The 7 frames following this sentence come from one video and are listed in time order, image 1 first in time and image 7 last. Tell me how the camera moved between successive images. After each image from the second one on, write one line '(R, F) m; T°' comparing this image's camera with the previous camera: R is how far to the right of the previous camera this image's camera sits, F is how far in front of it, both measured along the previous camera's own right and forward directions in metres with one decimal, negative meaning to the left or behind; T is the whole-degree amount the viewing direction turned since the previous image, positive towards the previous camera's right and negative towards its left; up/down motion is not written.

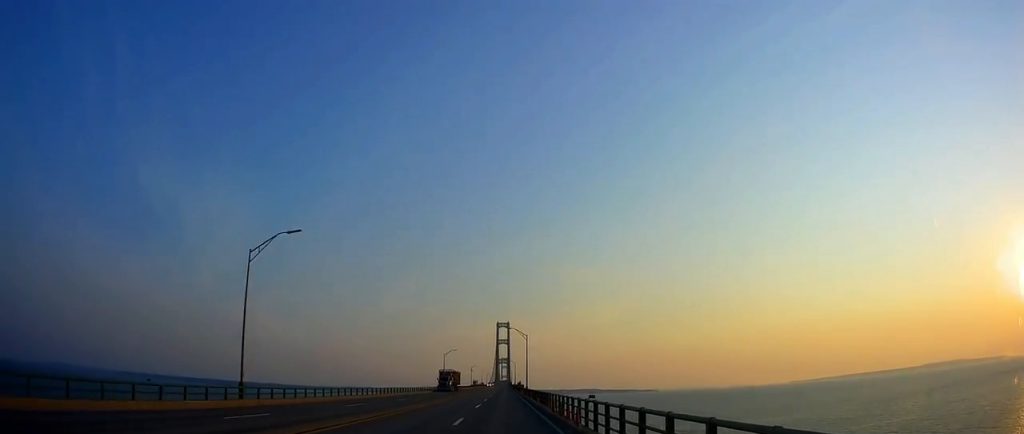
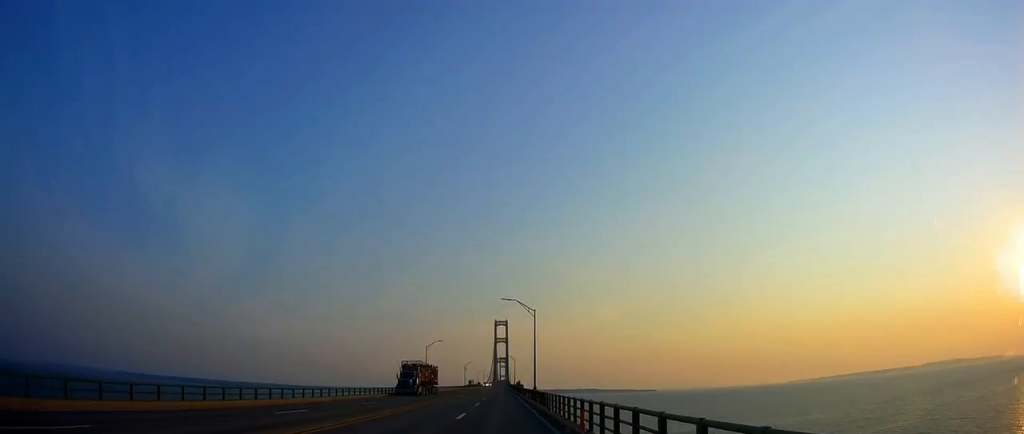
(0.0, +25.9) m; 0°
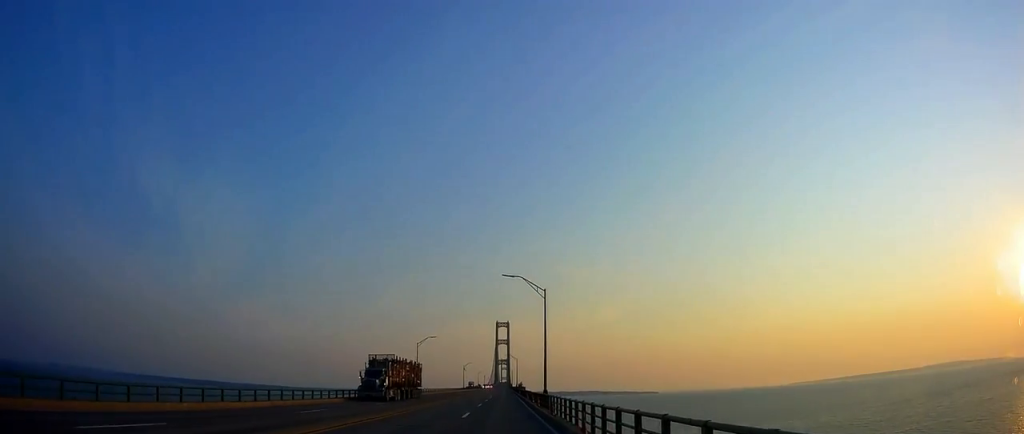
(0.0, +12.3) m; 0°
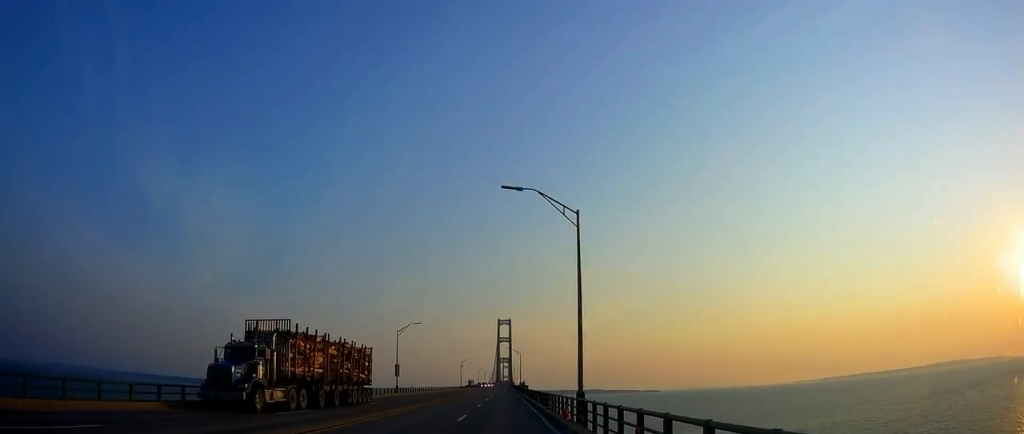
(+0.1, +18.1) m; -1°
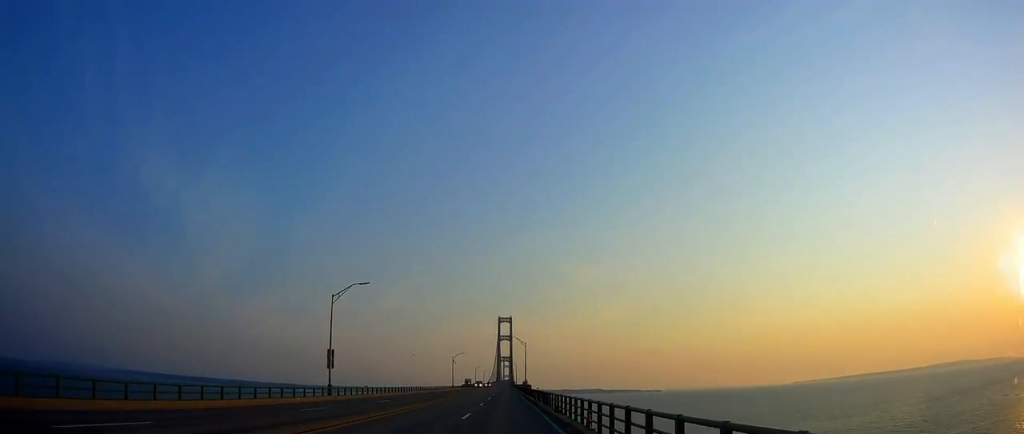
(-0.4, +28.0) m; 0°
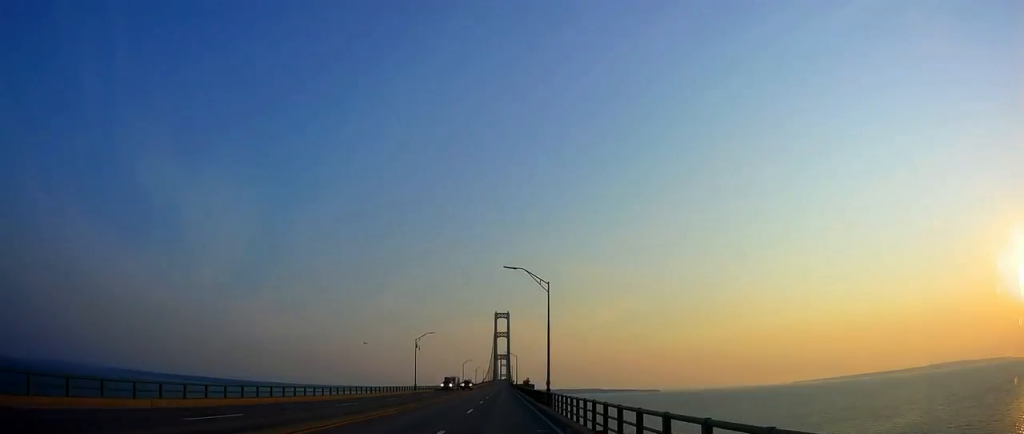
(+0.2, +55.1) m; 0°
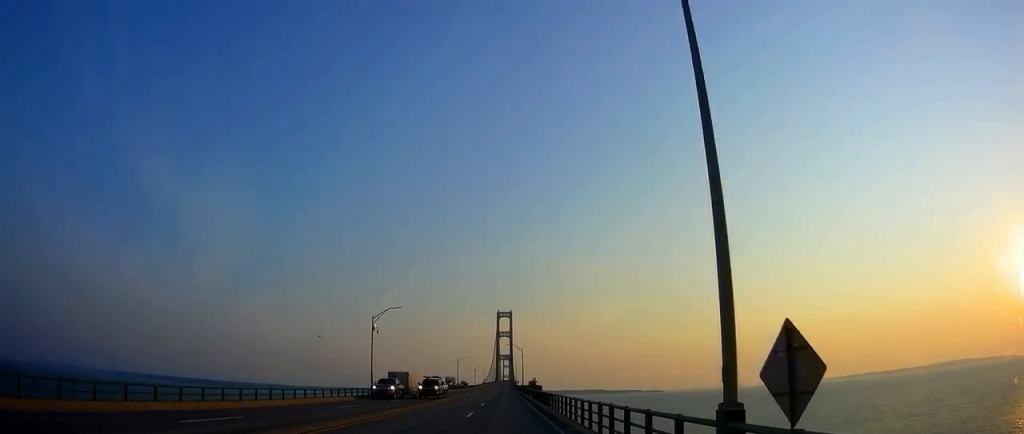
(+0.7, +29.9) m; +2°
